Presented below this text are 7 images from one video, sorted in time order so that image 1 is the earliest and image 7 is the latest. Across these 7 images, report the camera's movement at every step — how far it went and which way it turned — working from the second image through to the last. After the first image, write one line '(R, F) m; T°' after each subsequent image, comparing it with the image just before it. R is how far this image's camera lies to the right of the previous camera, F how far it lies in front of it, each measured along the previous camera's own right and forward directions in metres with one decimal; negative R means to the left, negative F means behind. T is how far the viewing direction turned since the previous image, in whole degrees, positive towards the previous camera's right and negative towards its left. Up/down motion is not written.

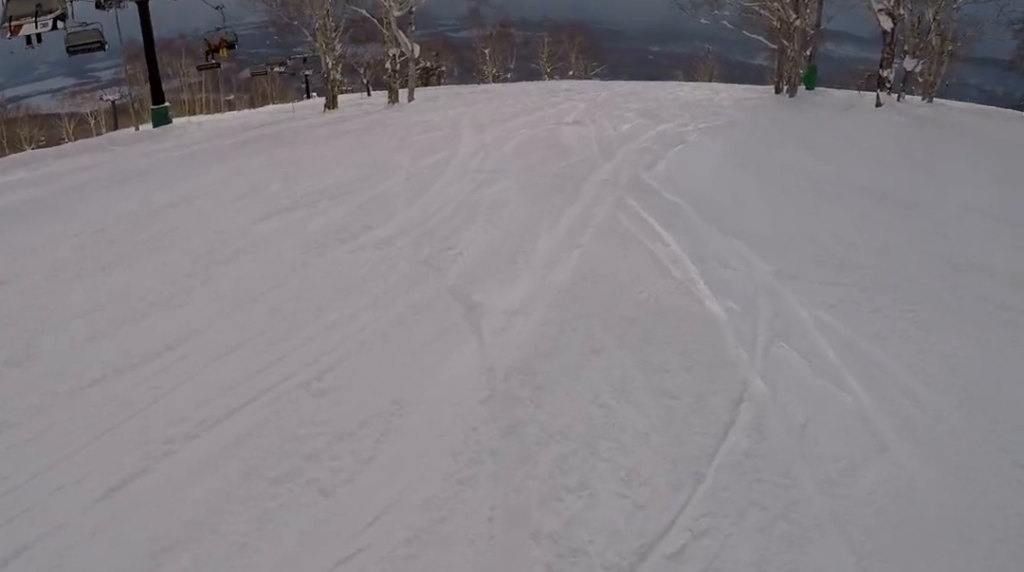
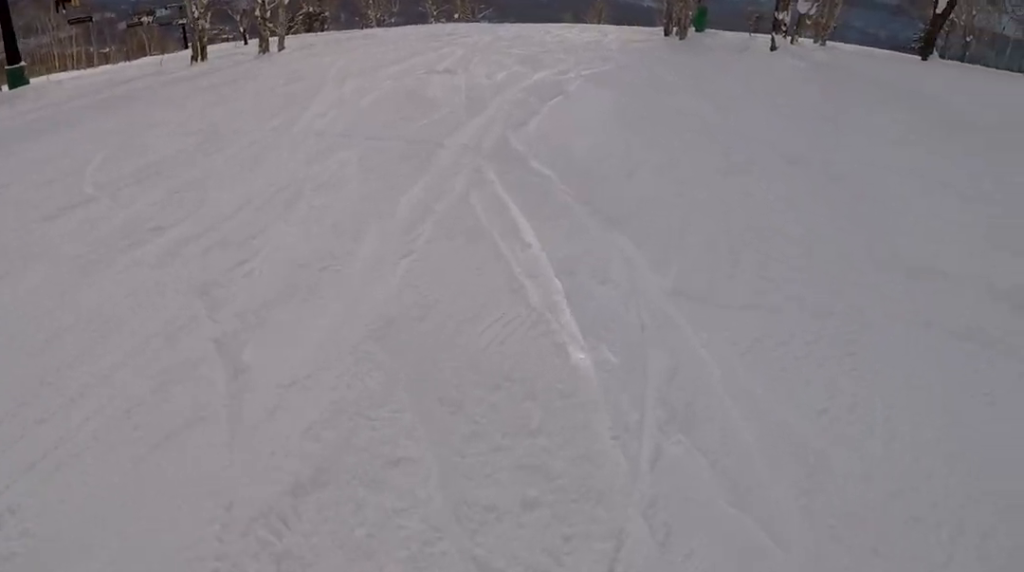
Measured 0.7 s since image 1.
(0.0, +1.5) m; -3°
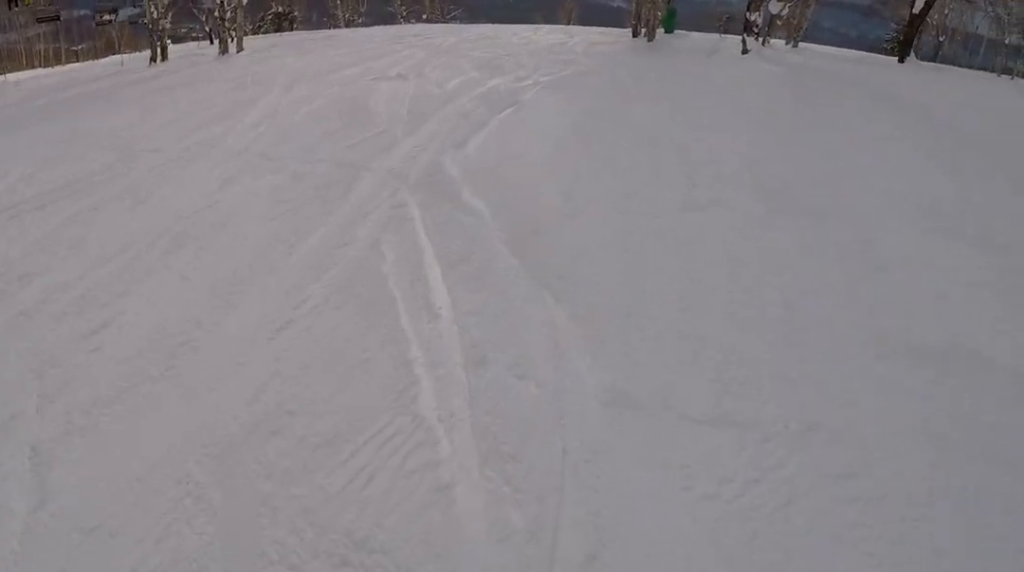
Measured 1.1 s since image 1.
(-0.4, +1.1) m; 0°
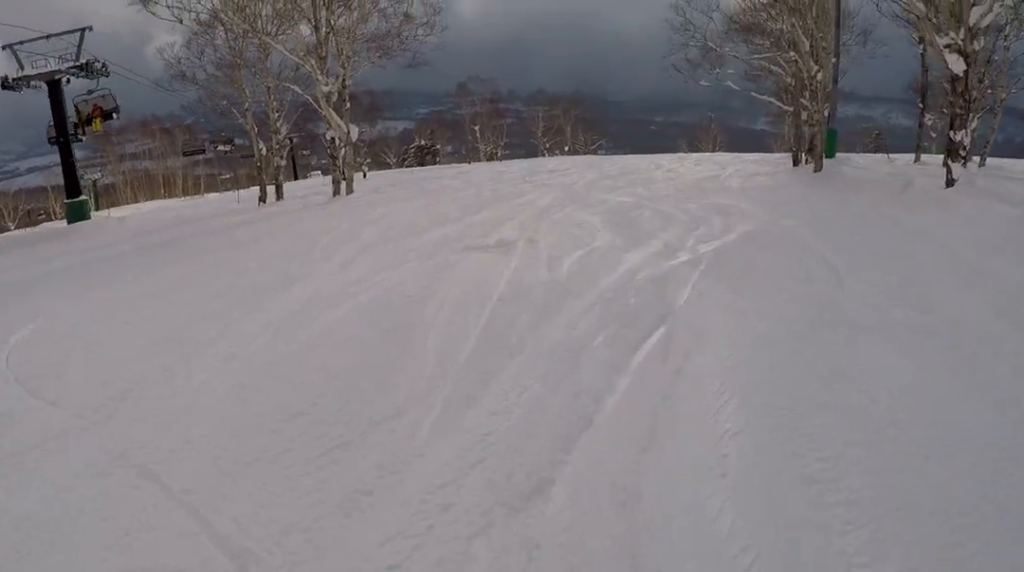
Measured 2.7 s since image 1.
(+0.3, +4.7) m; -8°
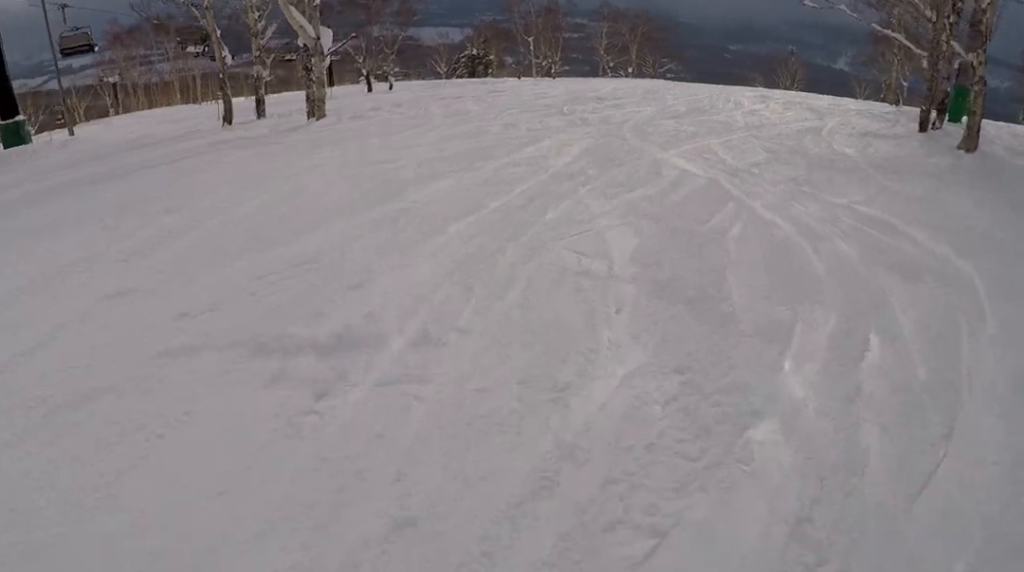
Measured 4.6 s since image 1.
(-1.6, +7.4) m; -16°
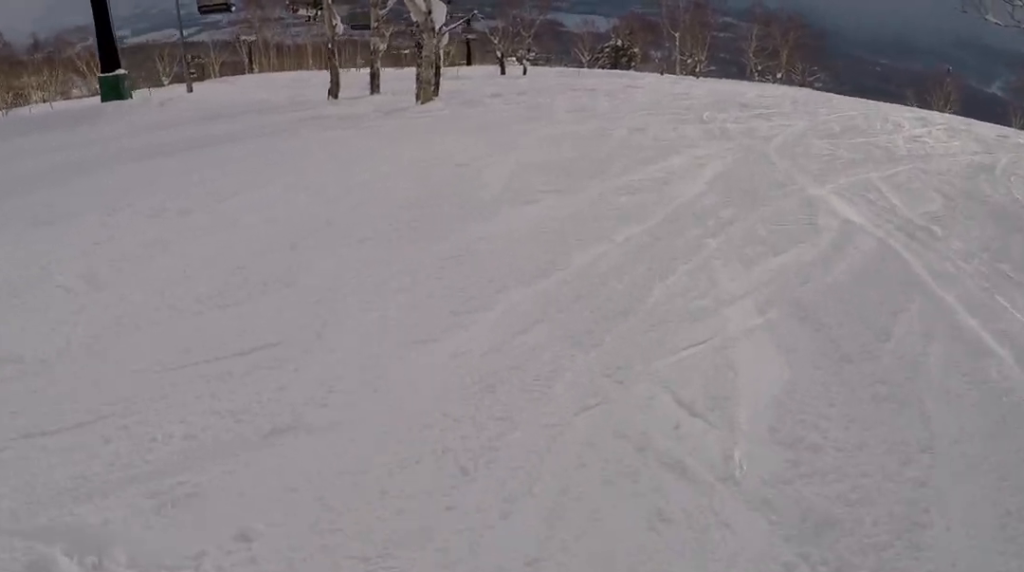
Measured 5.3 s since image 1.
(0.0, +2.8) m; -5°
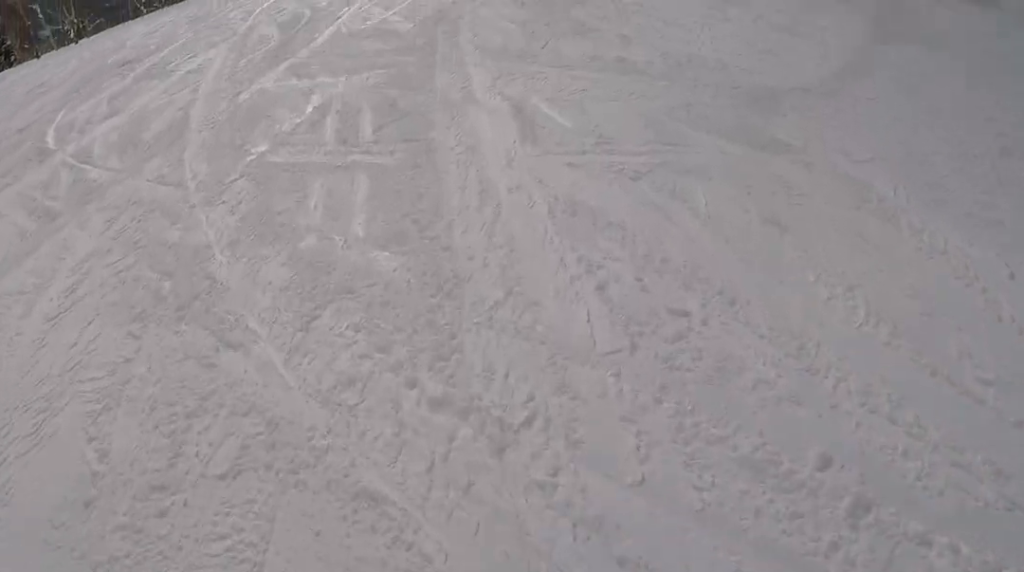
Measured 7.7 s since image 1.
(+3.5, +9.3) m; +31°
